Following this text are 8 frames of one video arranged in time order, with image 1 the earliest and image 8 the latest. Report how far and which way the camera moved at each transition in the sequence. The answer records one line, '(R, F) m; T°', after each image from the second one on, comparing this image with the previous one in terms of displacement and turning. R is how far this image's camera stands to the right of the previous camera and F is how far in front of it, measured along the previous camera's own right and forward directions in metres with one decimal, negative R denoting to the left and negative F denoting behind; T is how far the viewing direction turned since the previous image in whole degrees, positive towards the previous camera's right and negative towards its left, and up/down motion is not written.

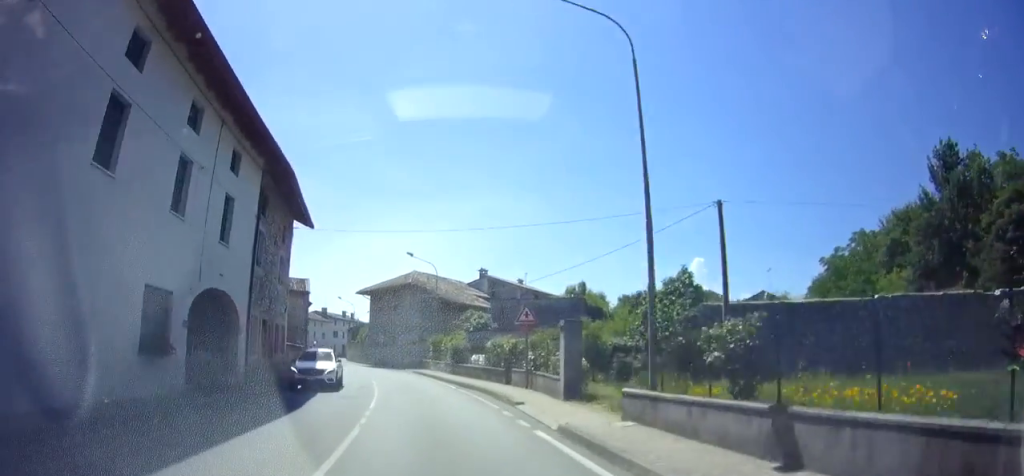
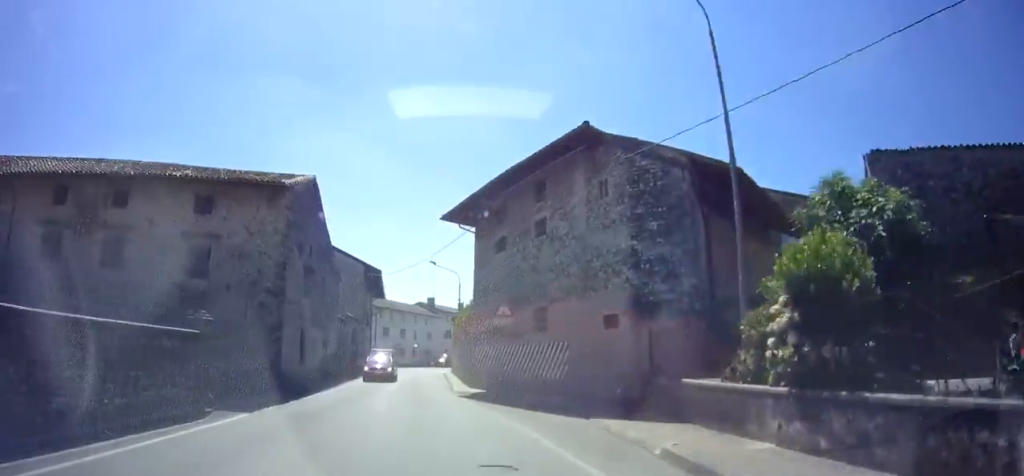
(-4.3, +32.1) m; -14°
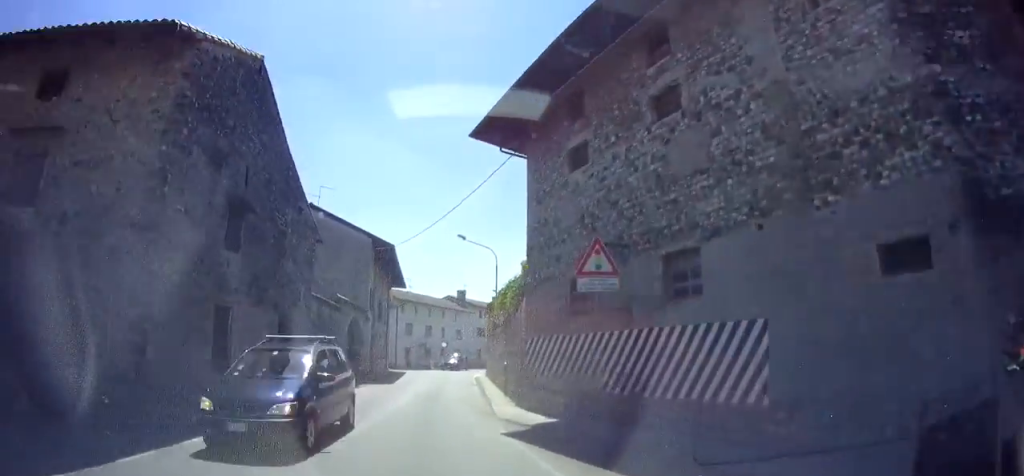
(-0.3, +9.0) m; -2°
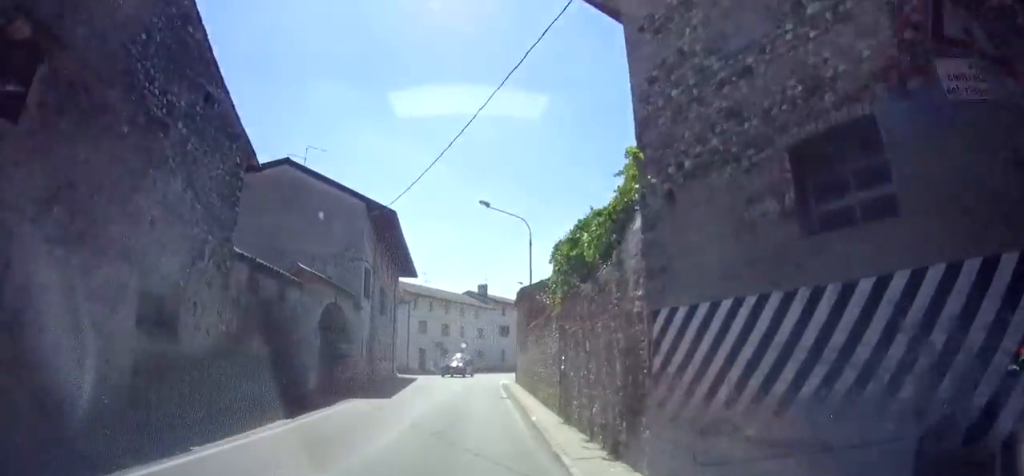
(-0.1, +7.3) m; 0°
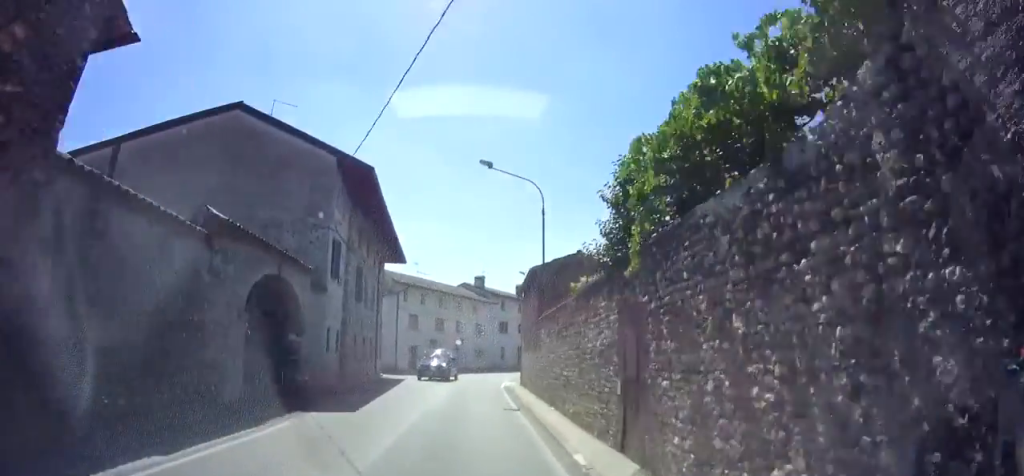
(+0.1, +4.9) m; +1°
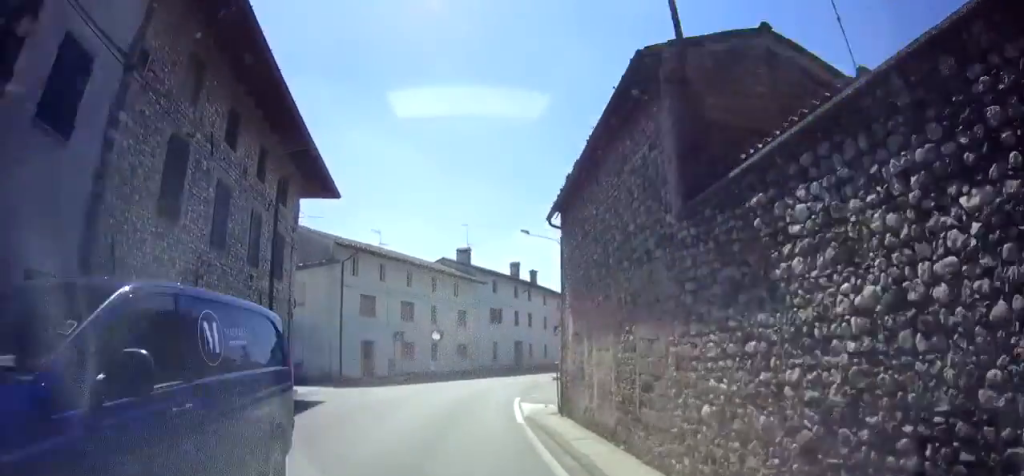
(+0.4, +14.2) m; +2°
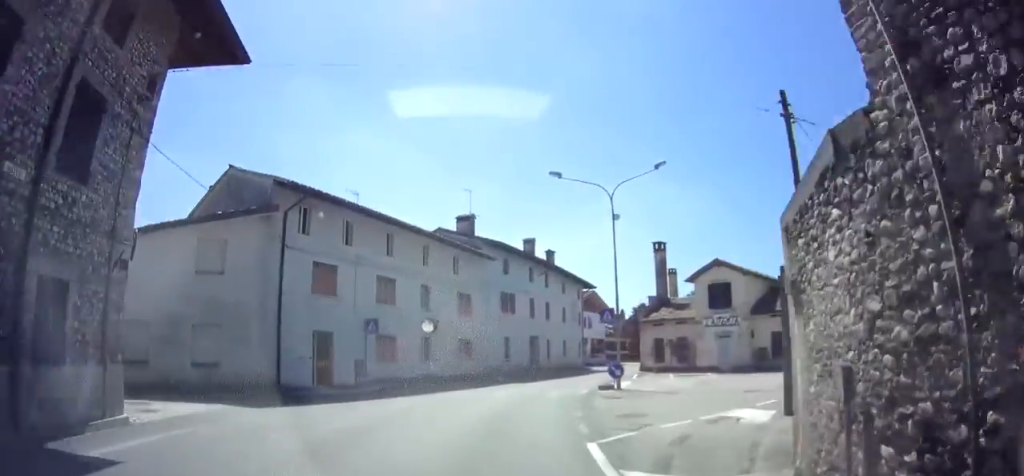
(0.0, +10.2) m; +4°
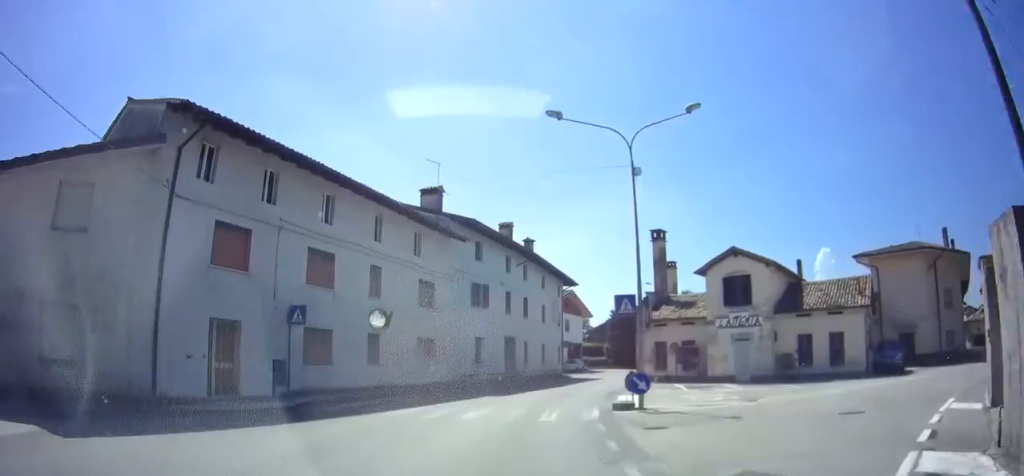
(+0.3, +6.2) m; +7°
